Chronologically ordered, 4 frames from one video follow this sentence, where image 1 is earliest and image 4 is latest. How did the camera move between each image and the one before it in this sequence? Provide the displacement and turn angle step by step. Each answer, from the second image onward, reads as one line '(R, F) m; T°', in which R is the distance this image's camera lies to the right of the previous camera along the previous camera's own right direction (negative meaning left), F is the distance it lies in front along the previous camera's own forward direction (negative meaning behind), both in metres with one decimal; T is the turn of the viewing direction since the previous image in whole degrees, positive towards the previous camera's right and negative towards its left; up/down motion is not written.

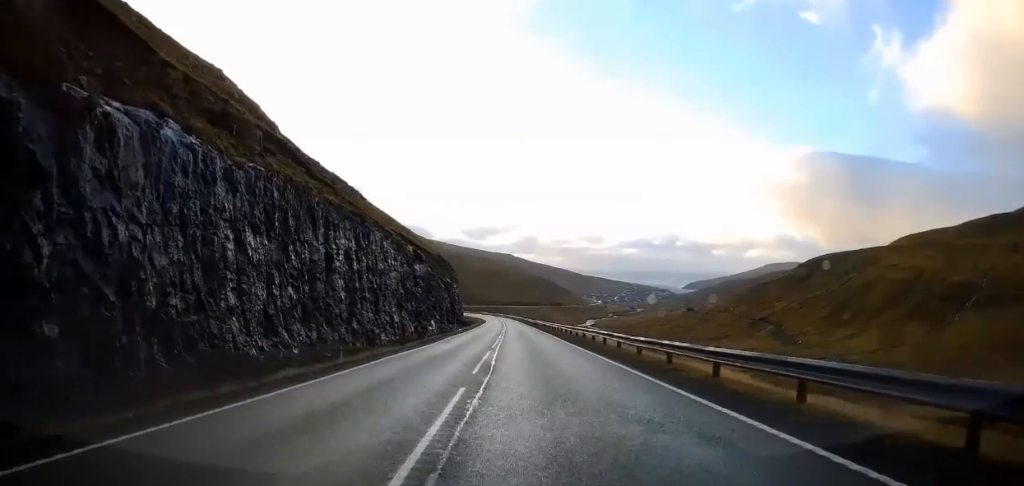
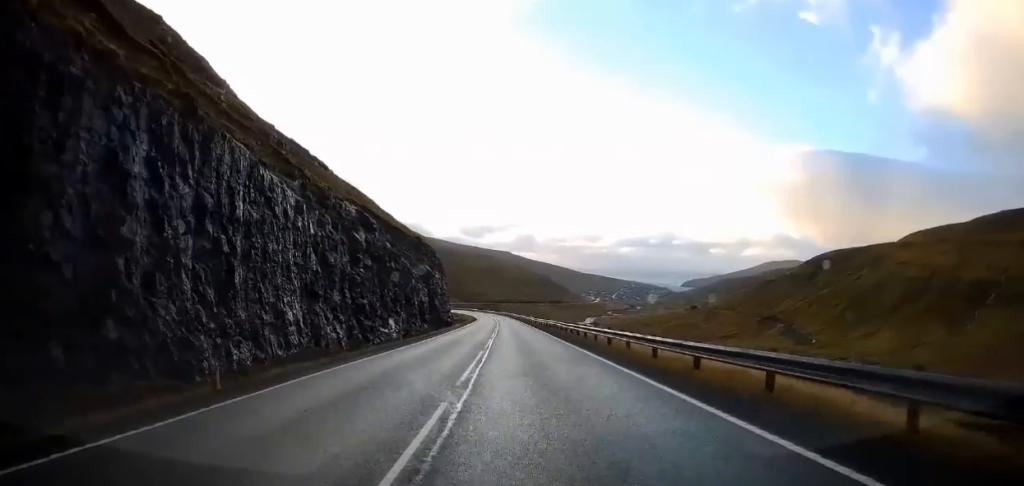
(-0.4, +27.3) m; -1°
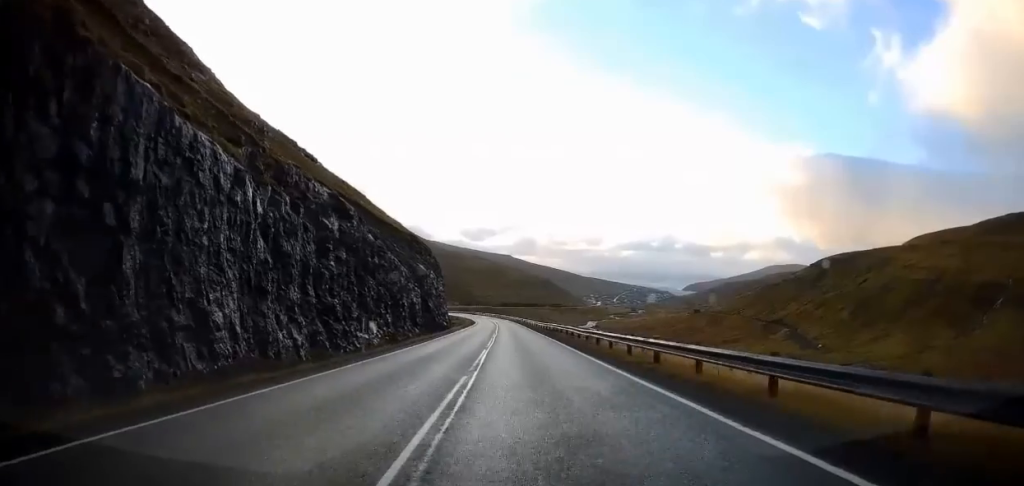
(-0.1, +8.0) m; 0°
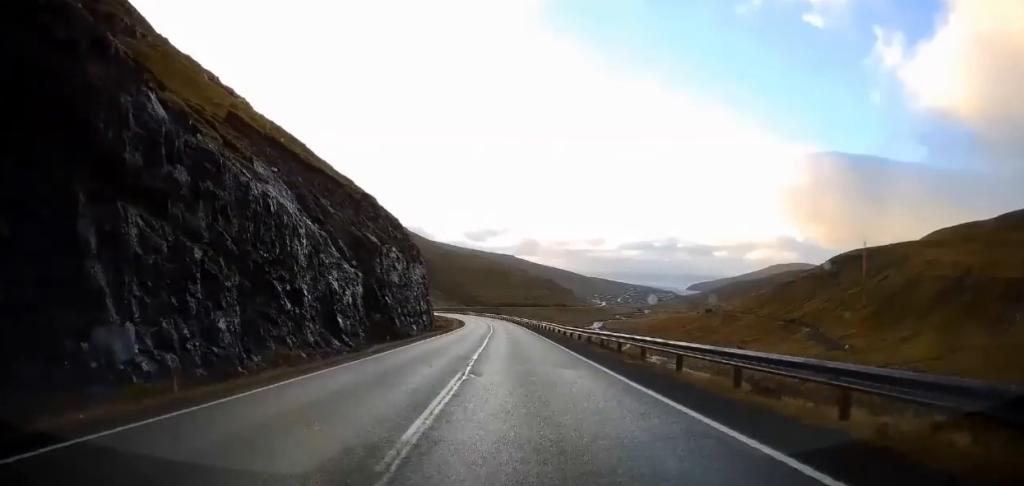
(+0.1, +33.8) m; -1°
